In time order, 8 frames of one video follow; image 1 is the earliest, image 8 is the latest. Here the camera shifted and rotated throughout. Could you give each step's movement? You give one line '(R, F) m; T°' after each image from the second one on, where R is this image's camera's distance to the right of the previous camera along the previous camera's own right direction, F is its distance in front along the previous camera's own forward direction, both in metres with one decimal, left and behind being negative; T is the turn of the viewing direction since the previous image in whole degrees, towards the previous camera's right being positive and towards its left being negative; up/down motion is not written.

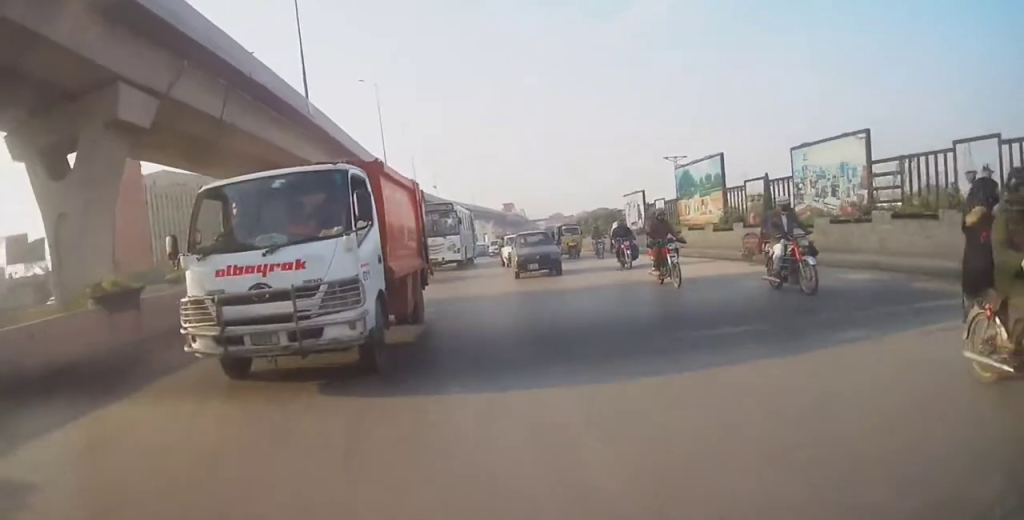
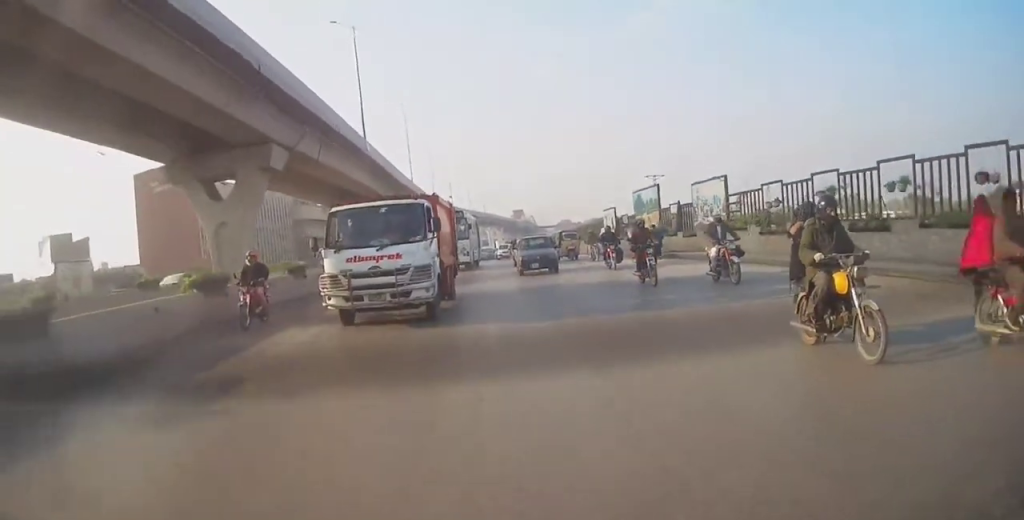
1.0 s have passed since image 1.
(-0.4, +12.7) m; -2°
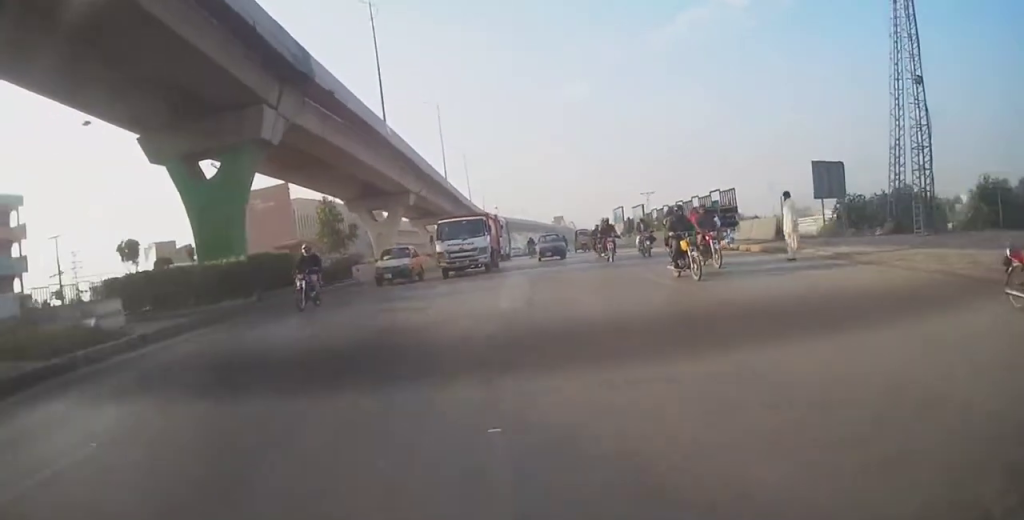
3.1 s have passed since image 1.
(-0.9, +27.6) m; -4°
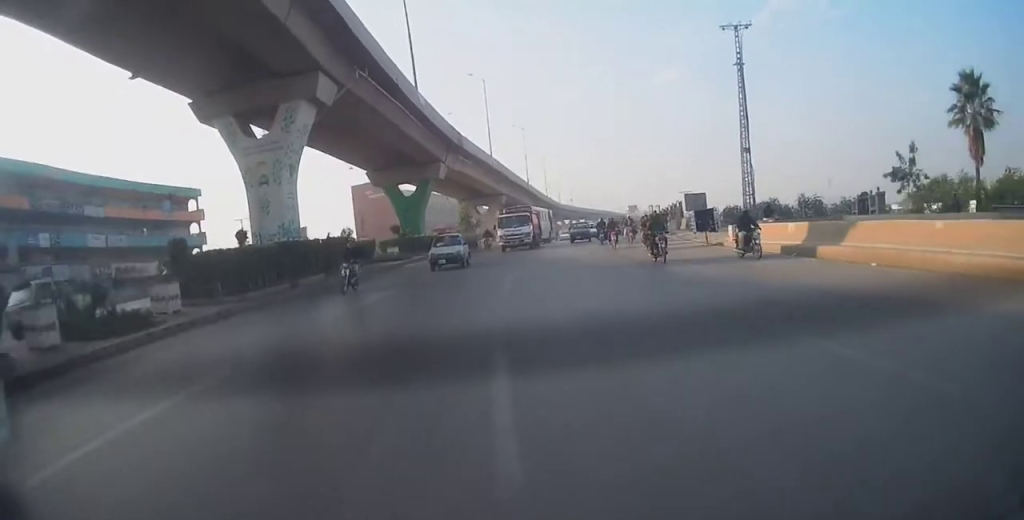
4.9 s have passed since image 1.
(-0.9, +27.1) m; -5°
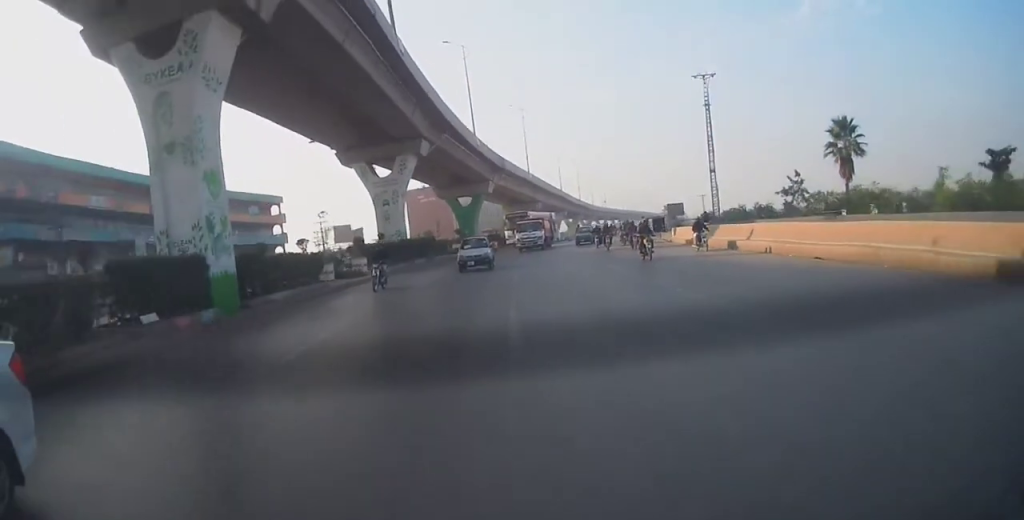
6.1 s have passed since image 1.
(-0.7, +17.3) m; -6°
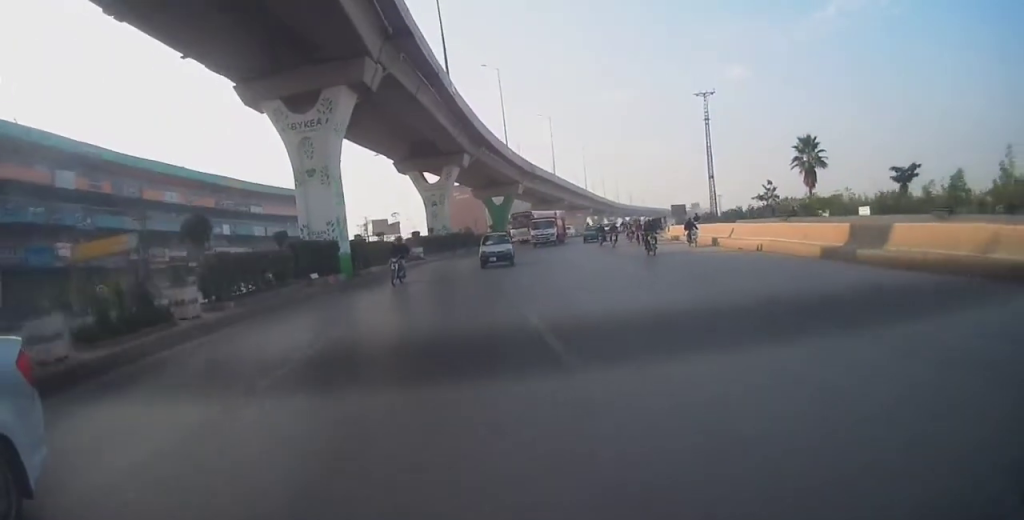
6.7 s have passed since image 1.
(-0.1, +10.0) m; -3°
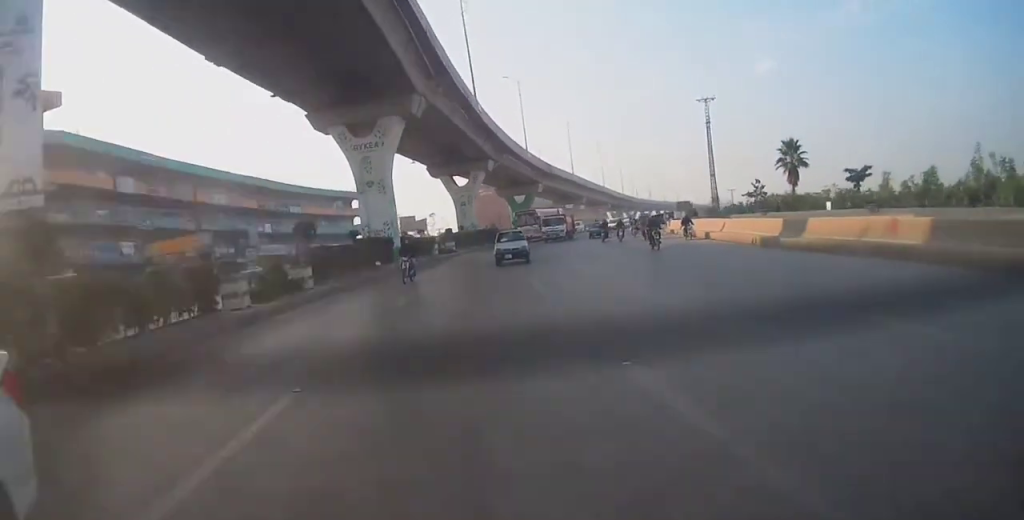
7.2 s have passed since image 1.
(-0.5, +7.3) m; -1°
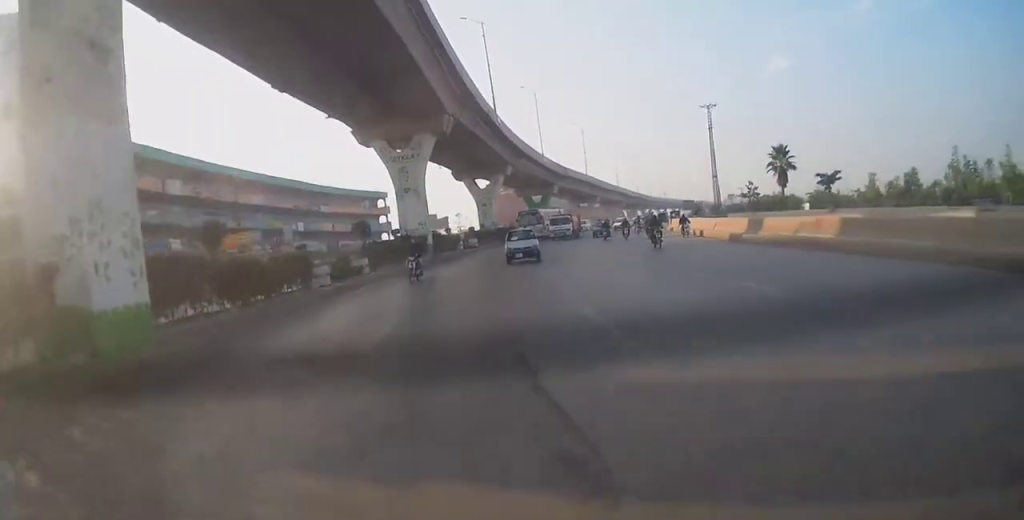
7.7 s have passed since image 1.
(-0.2, +6.3) m; -1°
